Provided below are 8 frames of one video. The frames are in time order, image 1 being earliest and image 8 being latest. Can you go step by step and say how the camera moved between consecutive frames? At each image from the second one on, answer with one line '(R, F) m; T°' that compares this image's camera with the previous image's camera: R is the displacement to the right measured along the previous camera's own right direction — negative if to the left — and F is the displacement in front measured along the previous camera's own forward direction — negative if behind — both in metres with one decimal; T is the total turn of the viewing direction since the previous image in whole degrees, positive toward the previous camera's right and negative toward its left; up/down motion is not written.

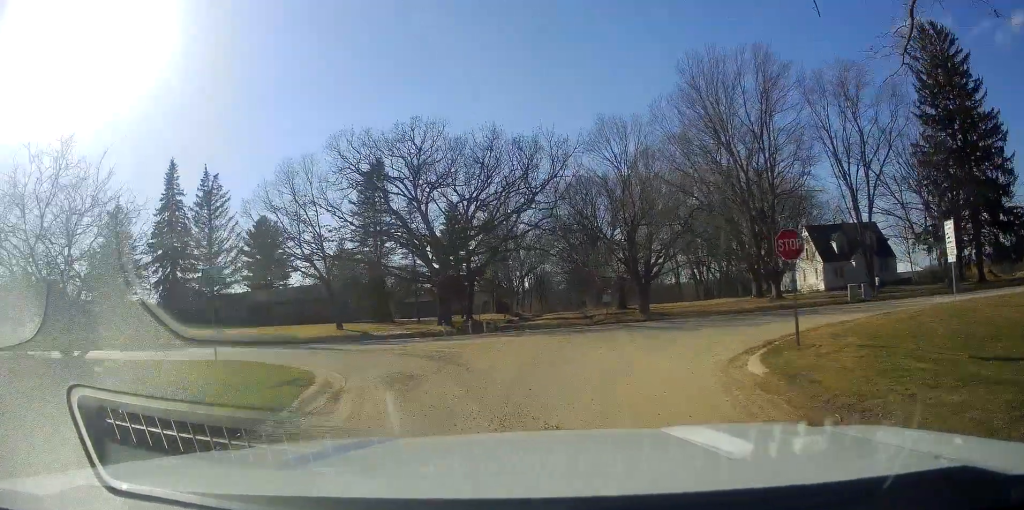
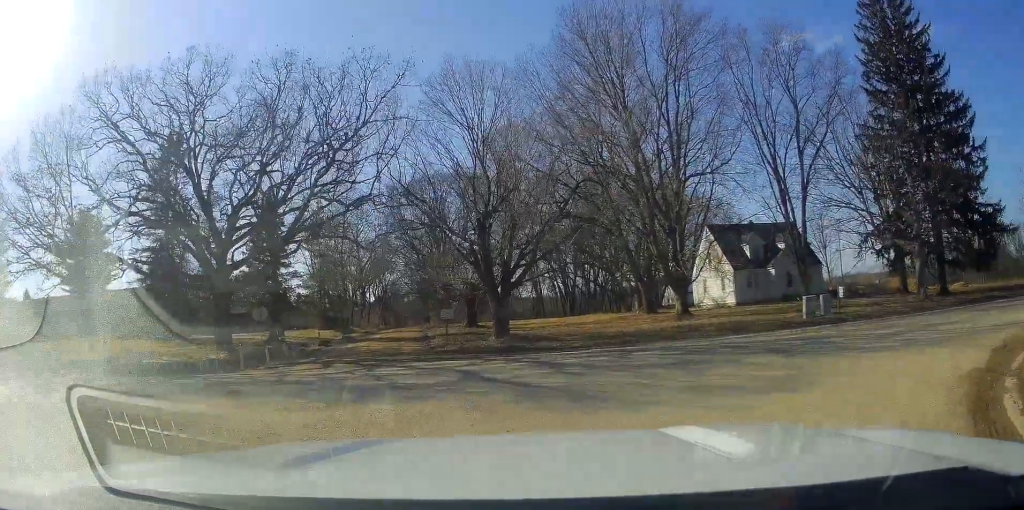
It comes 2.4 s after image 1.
(+1.1, +17.7) m; +4°
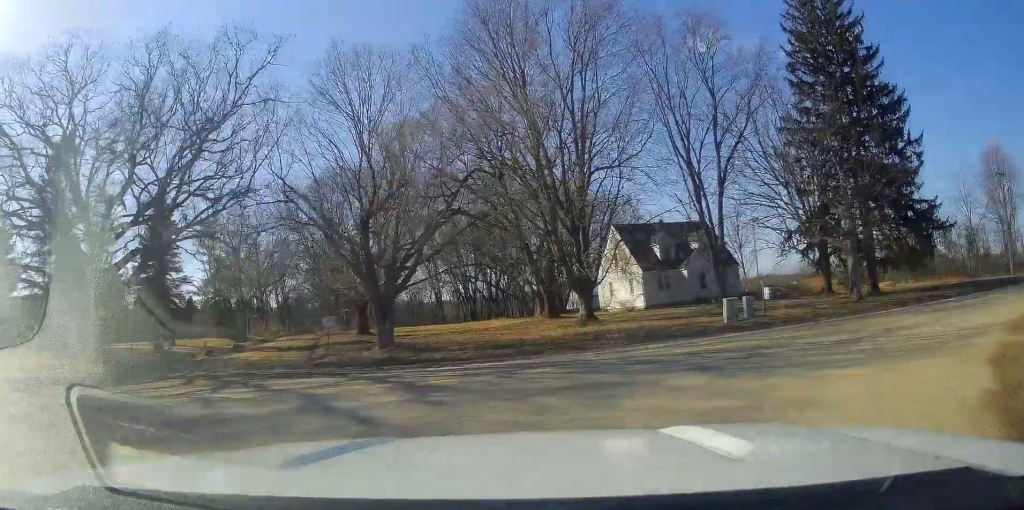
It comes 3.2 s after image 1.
(0.0, +4.3) m; 0°
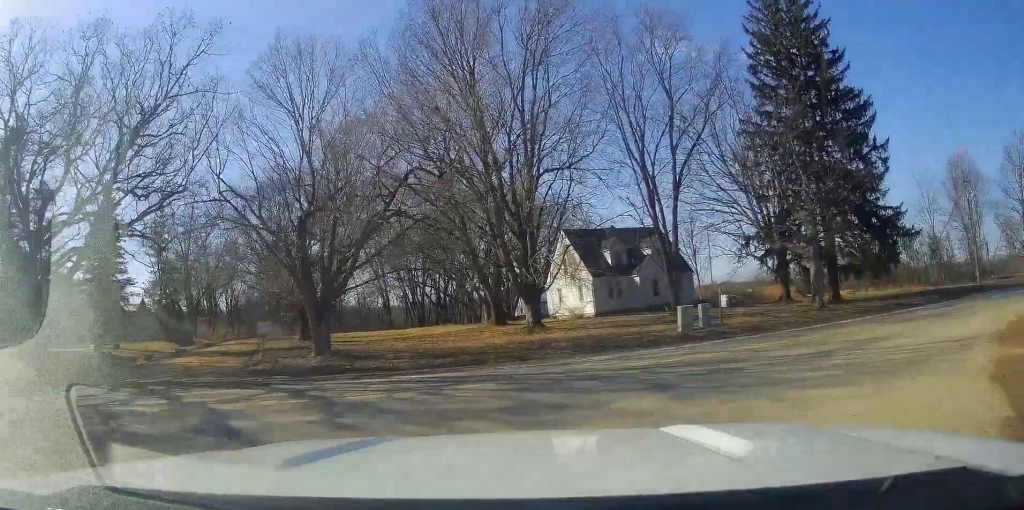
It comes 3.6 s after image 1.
(0.0, +2.1) m; +1°
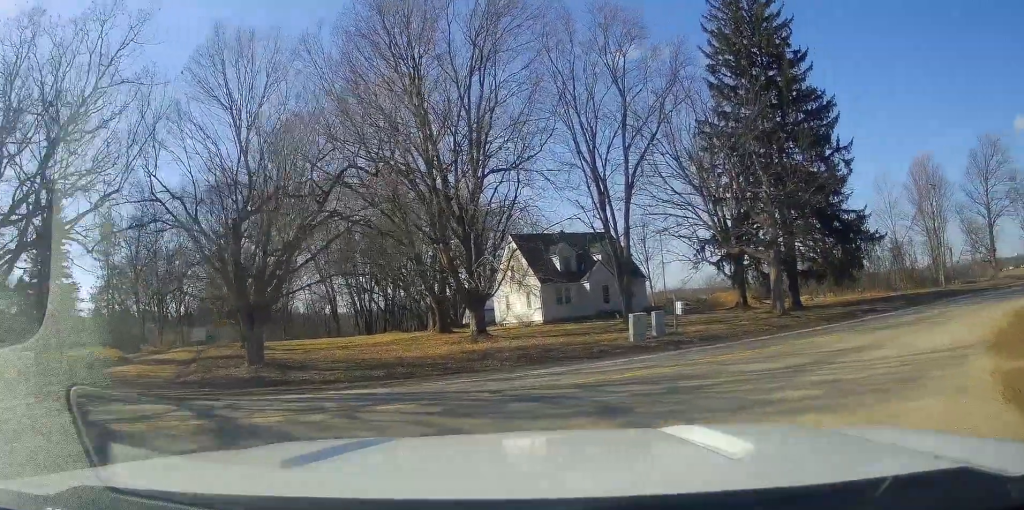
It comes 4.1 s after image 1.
(0.0, +2.2) m; +2°
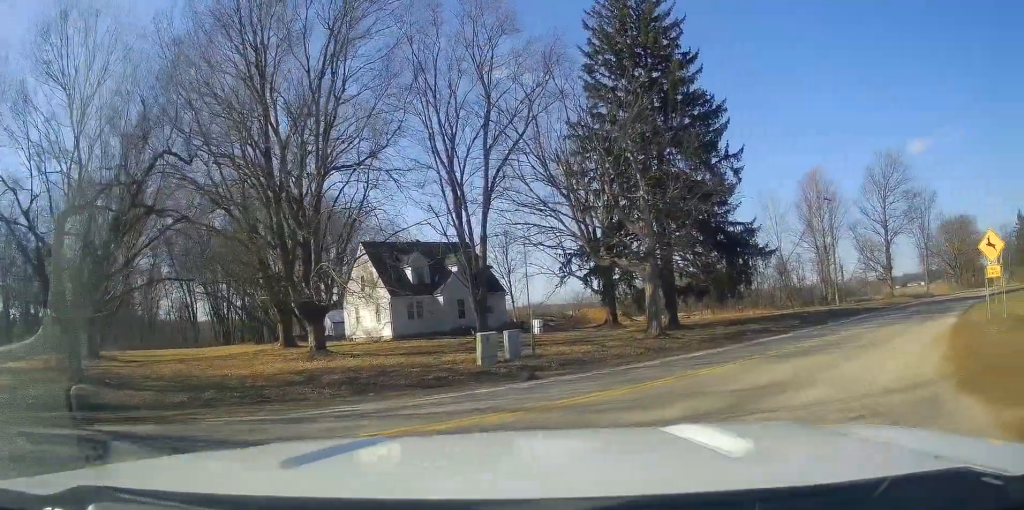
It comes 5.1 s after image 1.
(+0.3, +4.0) m; +21°
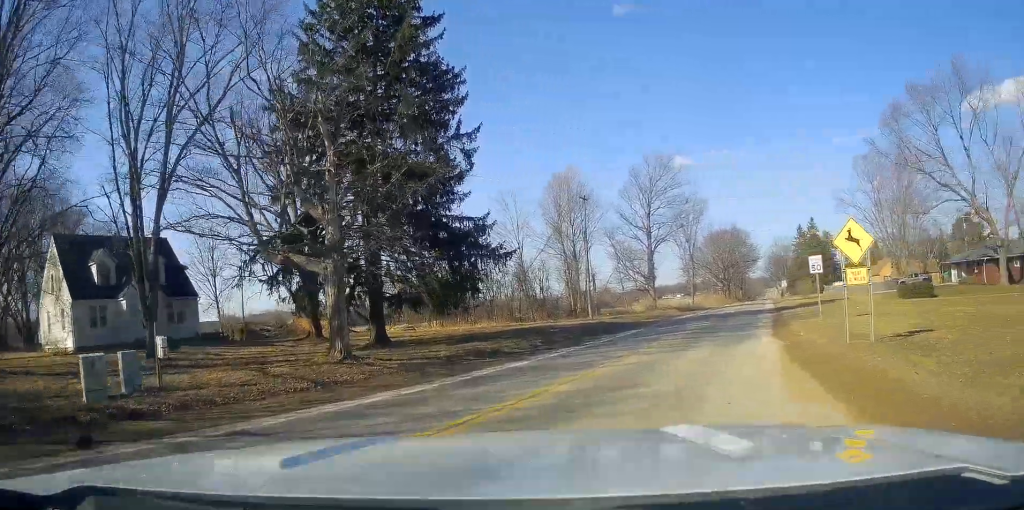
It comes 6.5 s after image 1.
(+2.5, +4.3) m; +41°
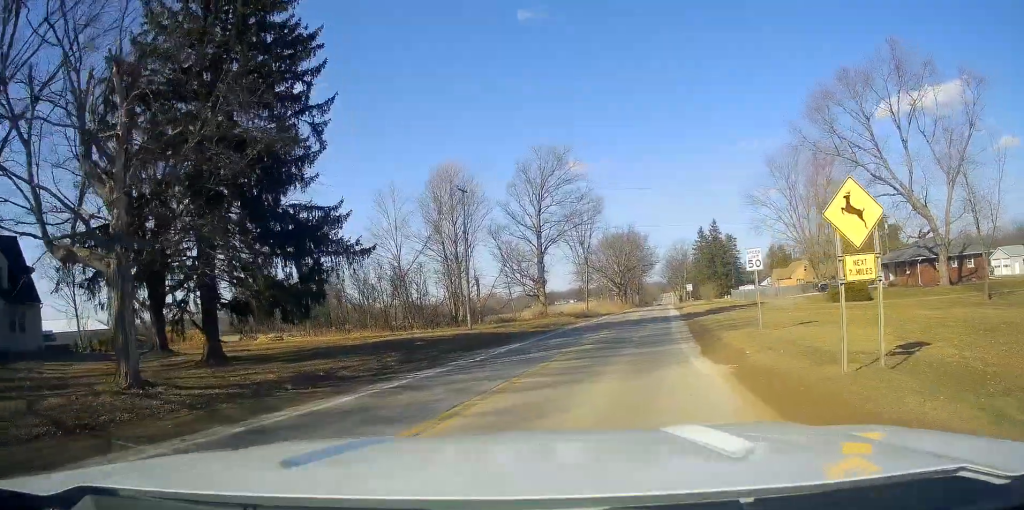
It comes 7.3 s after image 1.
(+0.5, +3.7) m; +6°
